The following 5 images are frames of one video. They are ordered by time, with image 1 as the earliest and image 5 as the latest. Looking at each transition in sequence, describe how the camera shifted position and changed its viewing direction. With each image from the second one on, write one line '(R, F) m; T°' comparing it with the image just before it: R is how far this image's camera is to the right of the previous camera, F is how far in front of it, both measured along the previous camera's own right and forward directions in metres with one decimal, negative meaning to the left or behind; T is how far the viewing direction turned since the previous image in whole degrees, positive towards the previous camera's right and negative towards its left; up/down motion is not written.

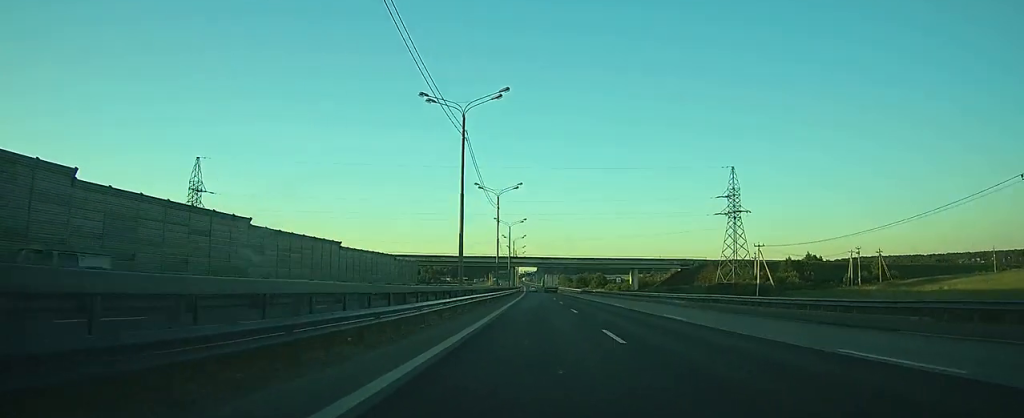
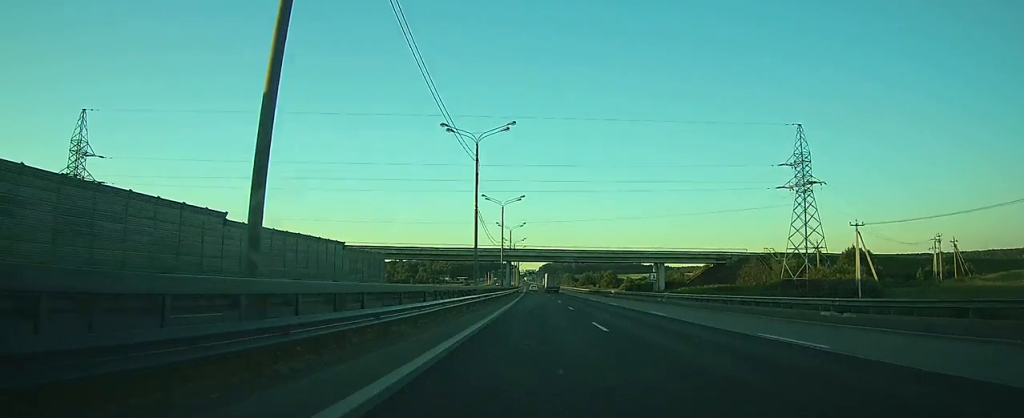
(0.0, +28.1) m; 0°
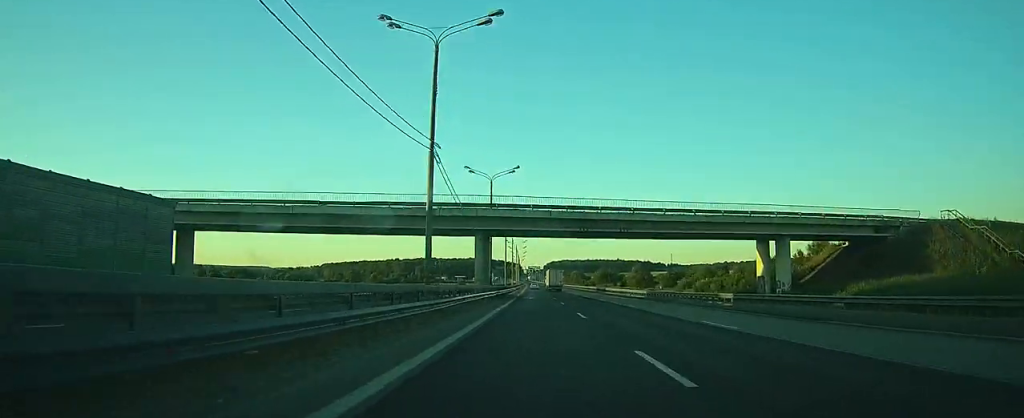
(0.0, +57.7) m; 0°
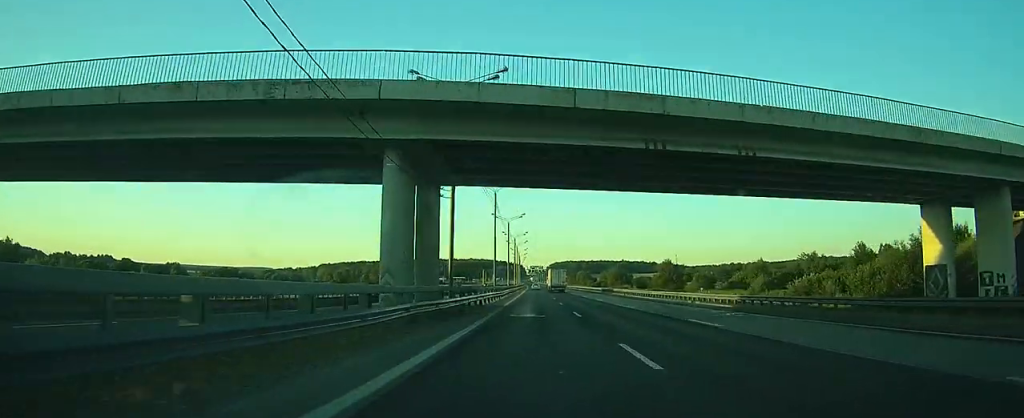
(-0.1, +30.7) m; 0°
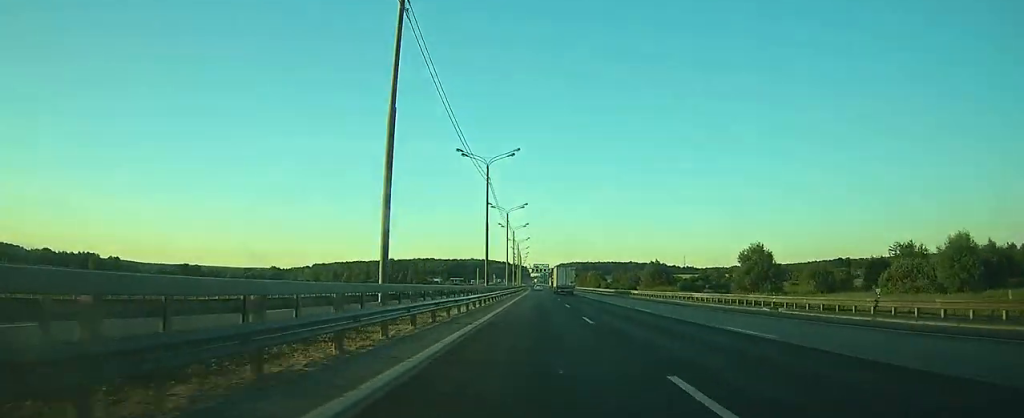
(0.0, +52.6) m; 0°
